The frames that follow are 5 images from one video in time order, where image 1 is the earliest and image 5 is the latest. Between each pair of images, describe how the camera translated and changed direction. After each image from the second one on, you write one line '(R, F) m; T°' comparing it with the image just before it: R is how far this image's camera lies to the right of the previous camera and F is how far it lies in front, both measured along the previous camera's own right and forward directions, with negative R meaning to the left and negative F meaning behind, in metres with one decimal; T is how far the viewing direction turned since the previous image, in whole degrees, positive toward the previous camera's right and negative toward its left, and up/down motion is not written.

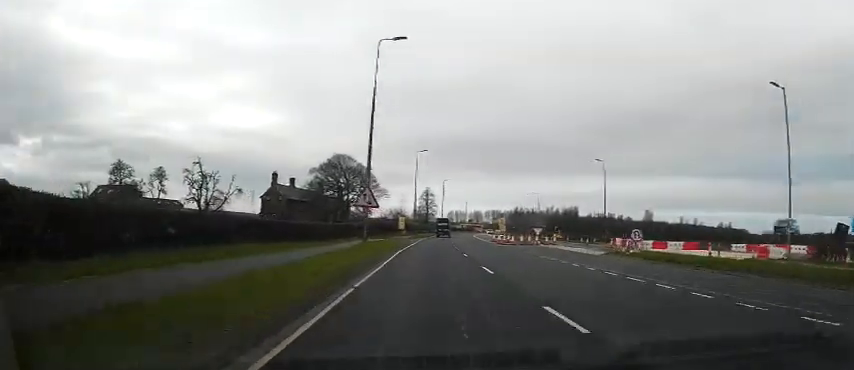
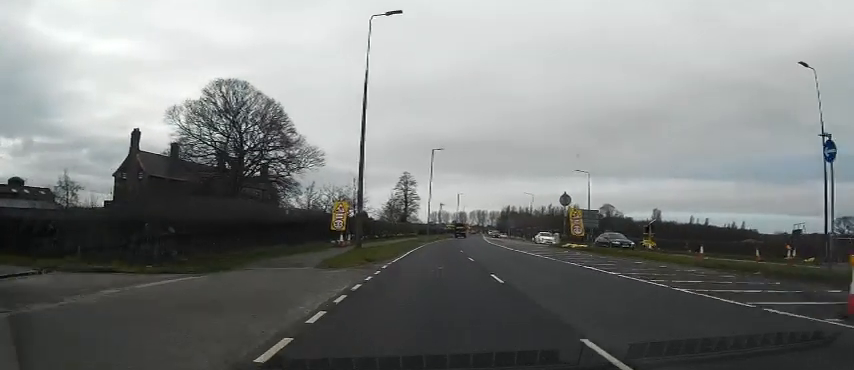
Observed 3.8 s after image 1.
(+0.8, +47.0) m; +2°
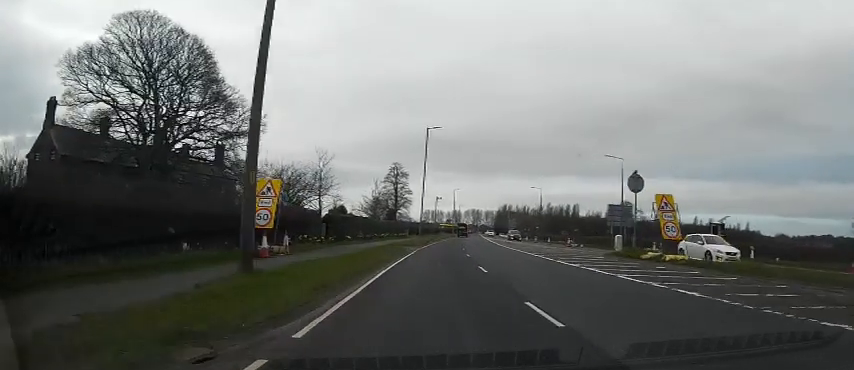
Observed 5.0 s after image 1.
(+0.5, +14.3) m; +2°
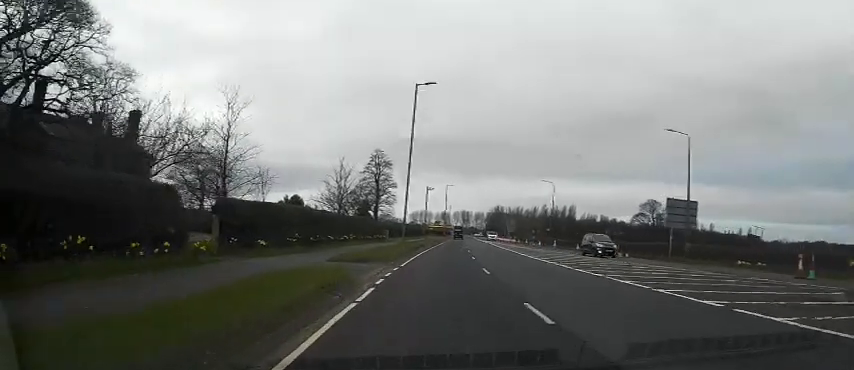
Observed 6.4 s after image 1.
(-0.2, +17.4) m; +1°
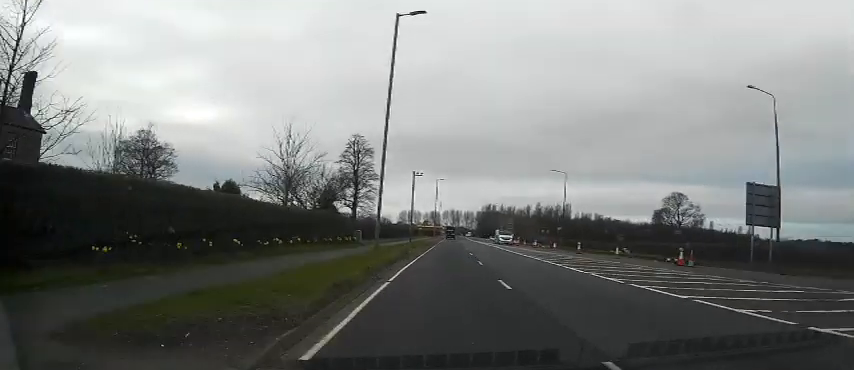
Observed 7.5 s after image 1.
(+0.5, +13.1) m; +3°
